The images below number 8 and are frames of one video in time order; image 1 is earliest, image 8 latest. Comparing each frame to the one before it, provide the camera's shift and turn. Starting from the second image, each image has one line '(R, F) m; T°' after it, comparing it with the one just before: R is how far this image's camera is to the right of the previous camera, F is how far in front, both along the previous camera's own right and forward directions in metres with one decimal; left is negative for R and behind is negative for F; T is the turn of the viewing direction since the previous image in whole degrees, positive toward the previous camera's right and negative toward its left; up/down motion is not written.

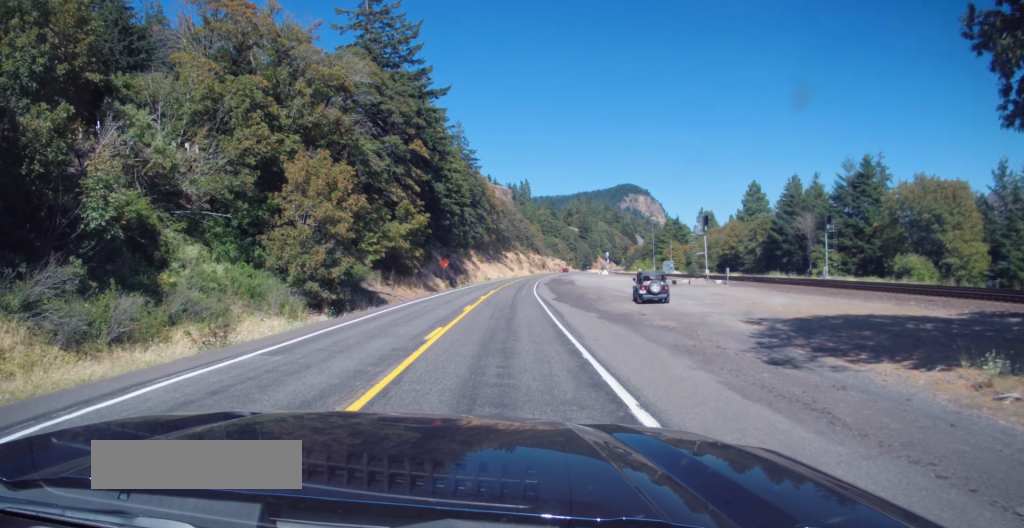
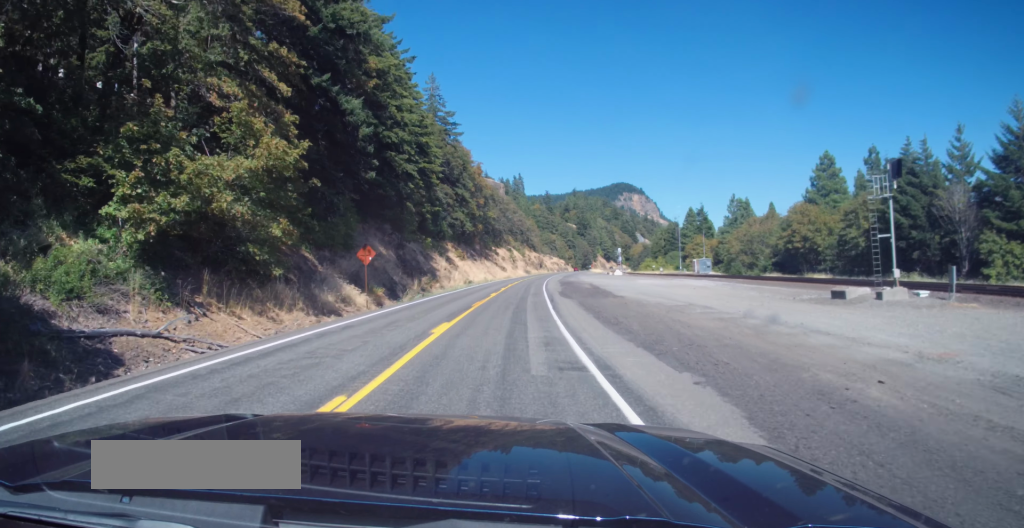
(+0.4, +35.2) m; +1°
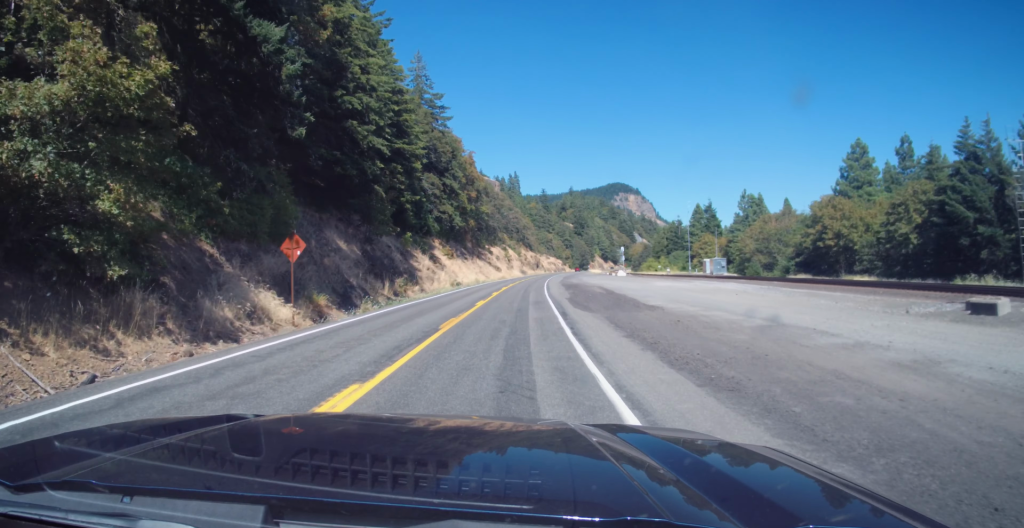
(+0.1, +11.9) m; 0°
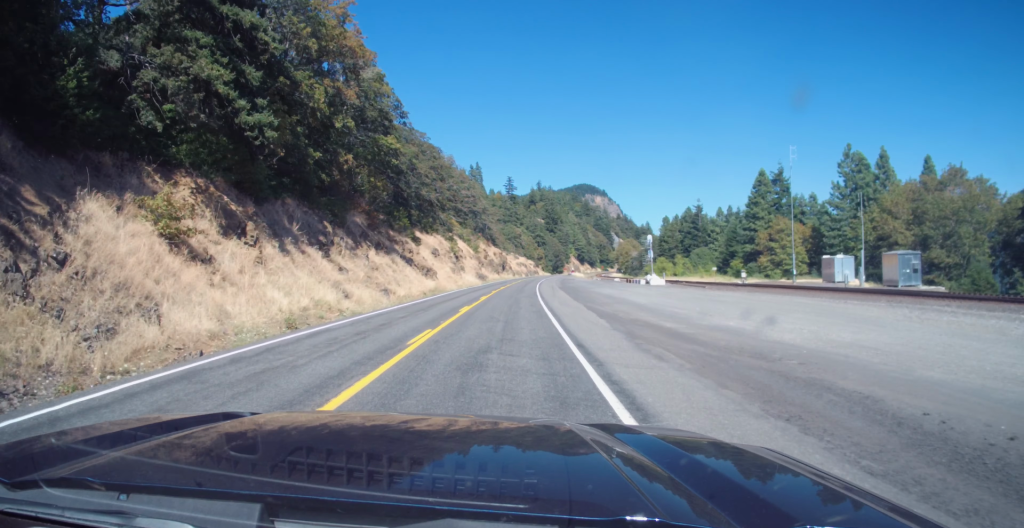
(+1.7, +64.5) m; +2°
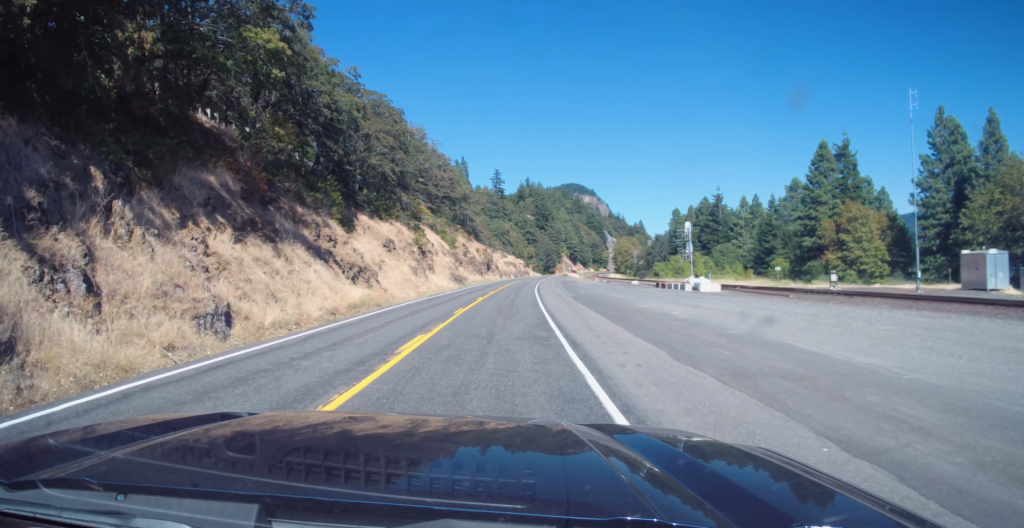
(-0.3, +25.4) m; +1°
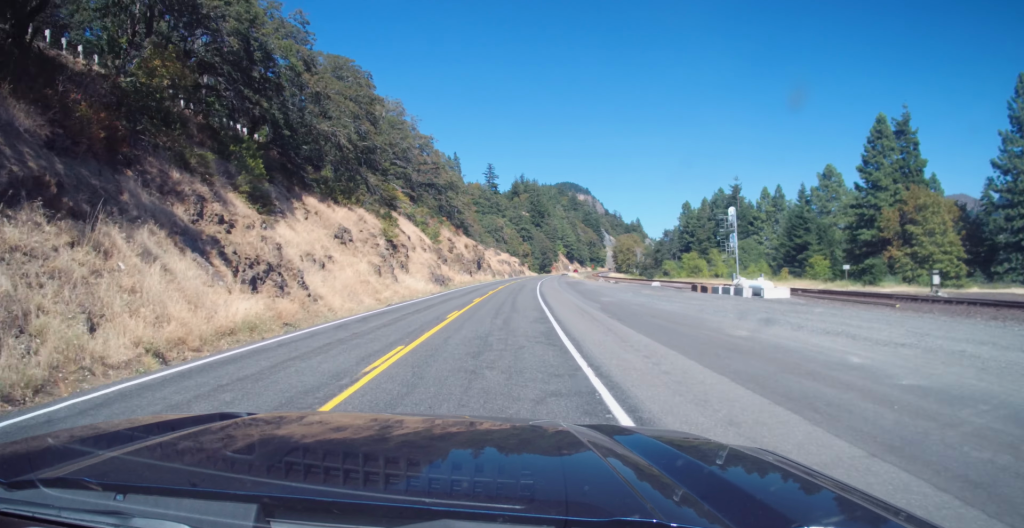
(+0.2, +15.1) m; +1°
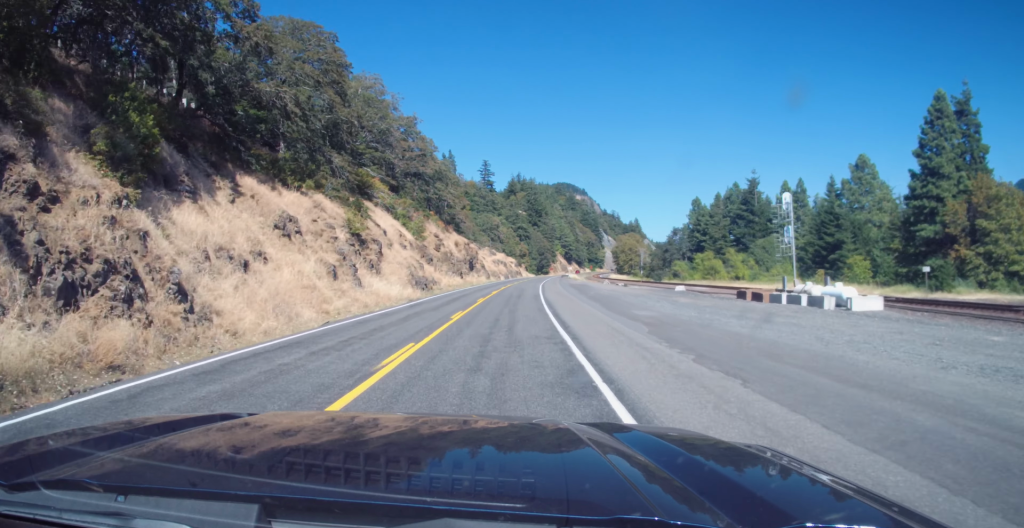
(+0.2, +11.3) m; +1°
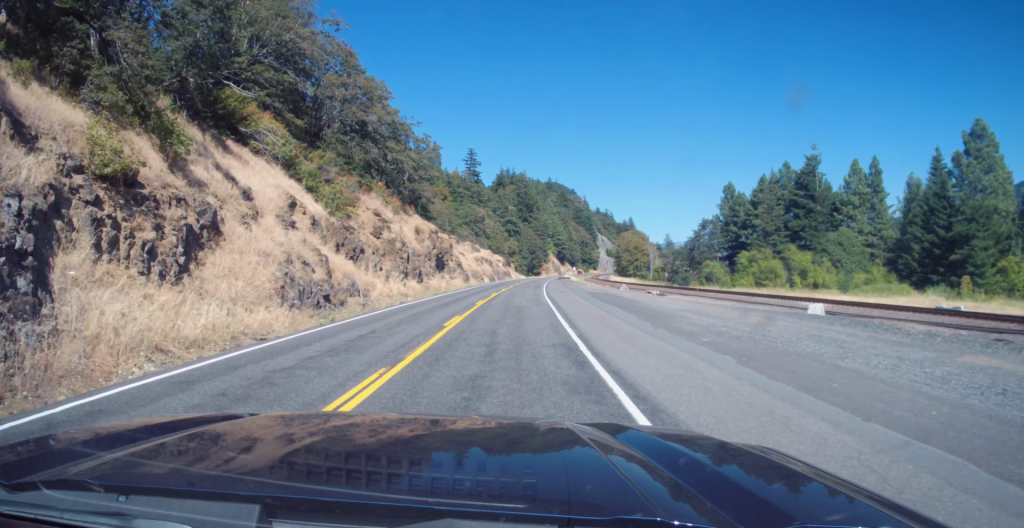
(+0.2, +27.9) m; 0°
